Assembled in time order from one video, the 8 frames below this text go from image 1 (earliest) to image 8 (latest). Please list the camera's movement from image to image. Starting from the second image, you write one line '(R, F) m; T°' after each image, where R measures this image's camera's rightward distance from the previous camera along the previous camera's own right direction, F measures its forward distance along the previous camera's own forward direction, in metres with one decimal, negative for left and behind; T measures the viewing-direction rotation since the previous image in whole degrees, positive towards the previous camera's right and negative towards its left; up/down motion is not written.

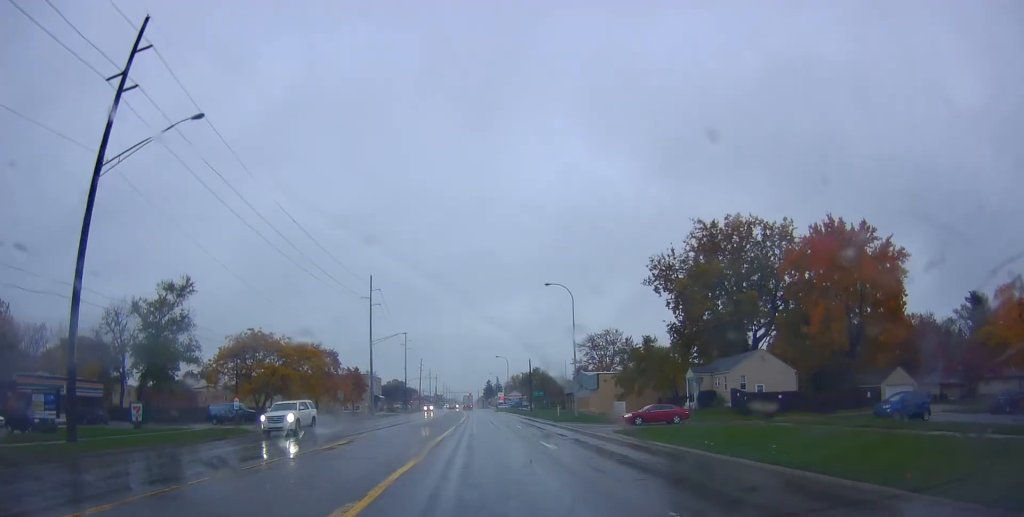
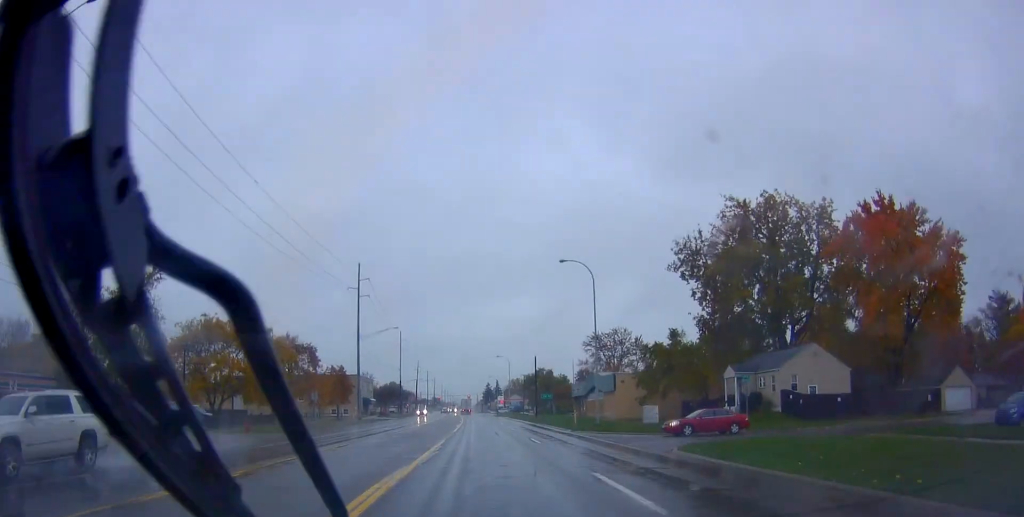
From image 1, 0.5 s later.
(0.0, +10.1) m; 0°
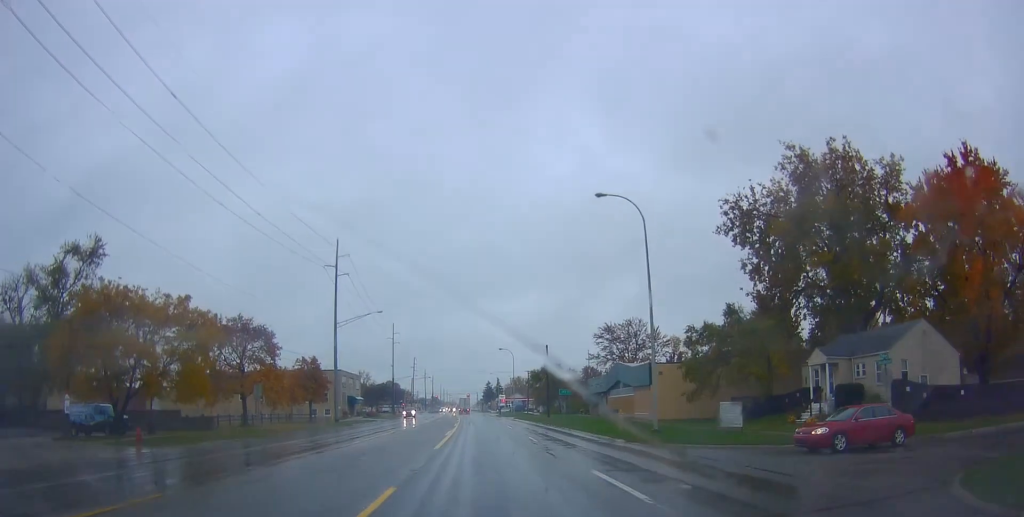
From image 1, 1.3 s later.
(+0.2, +14.4) m; +1°
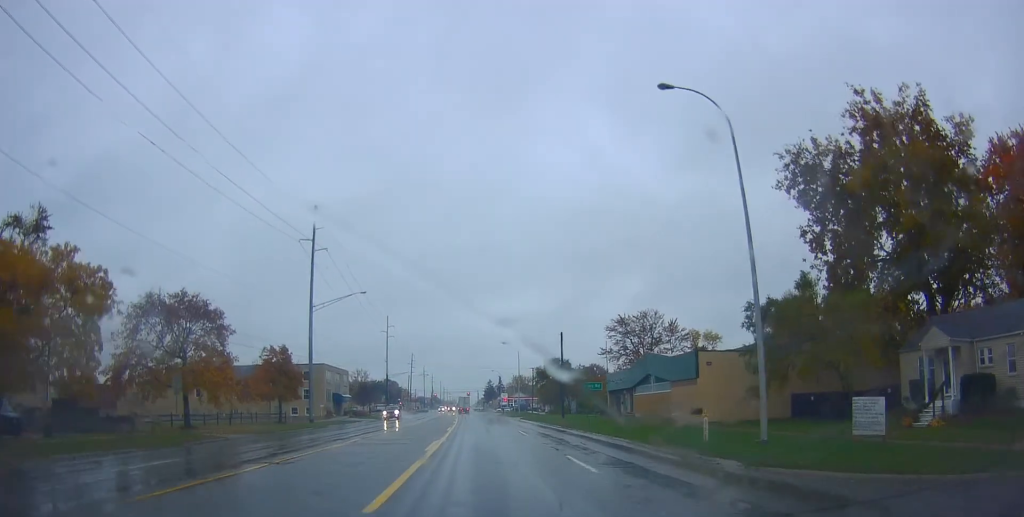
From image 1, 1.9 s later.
(0.0, +11.6) m; -2°
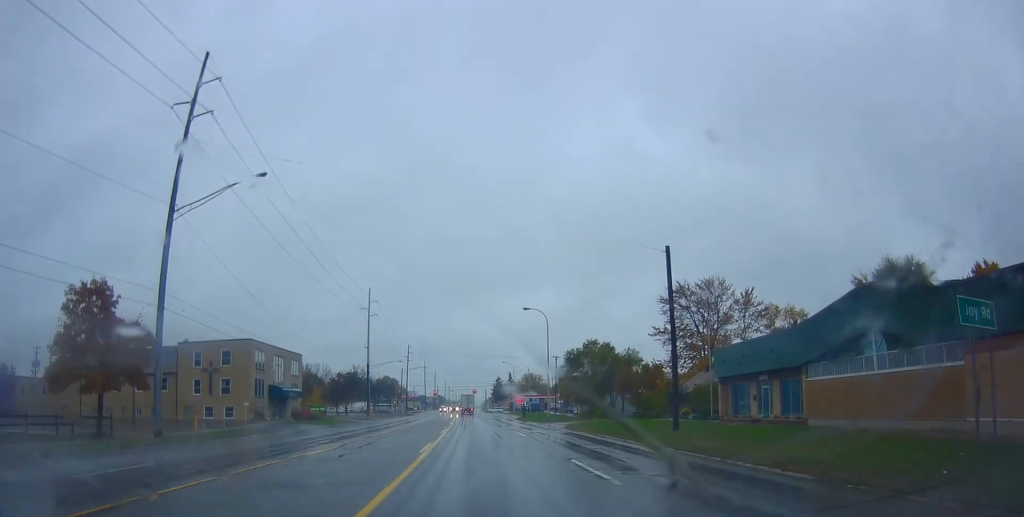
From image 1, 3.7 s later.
(-1.4, +32.0) m; -2°
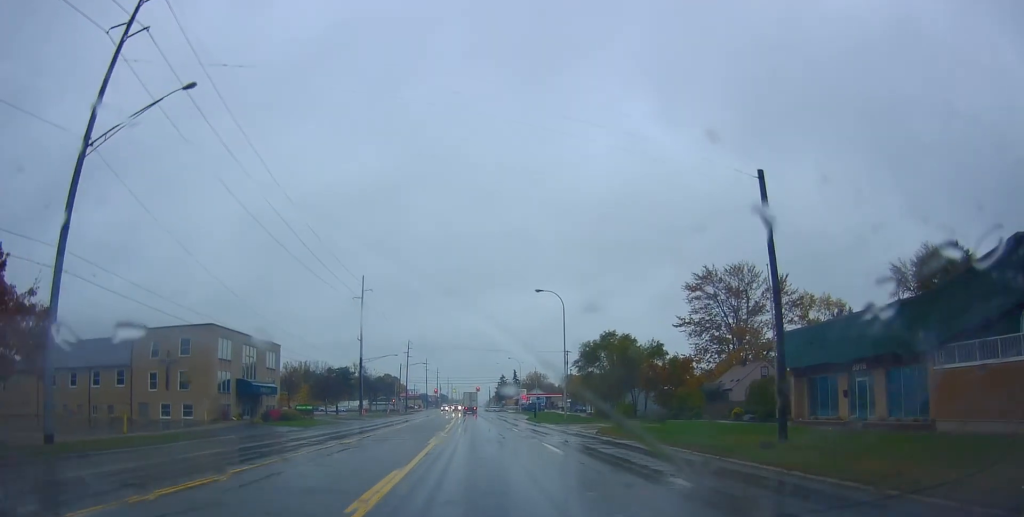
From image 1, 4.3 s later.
(-0.2, +9.9) m; +1°
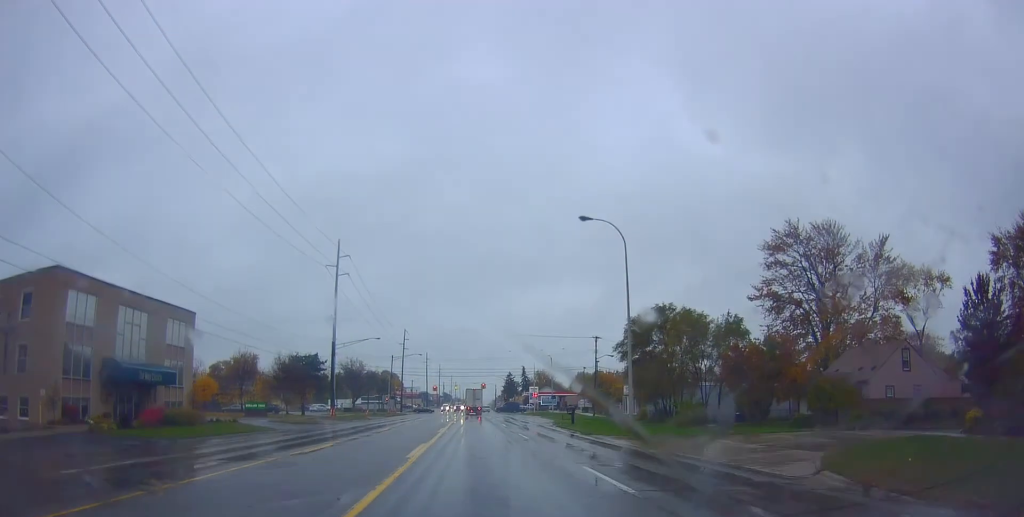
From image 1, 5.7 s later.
(+0.7, +23.1) m; +1°
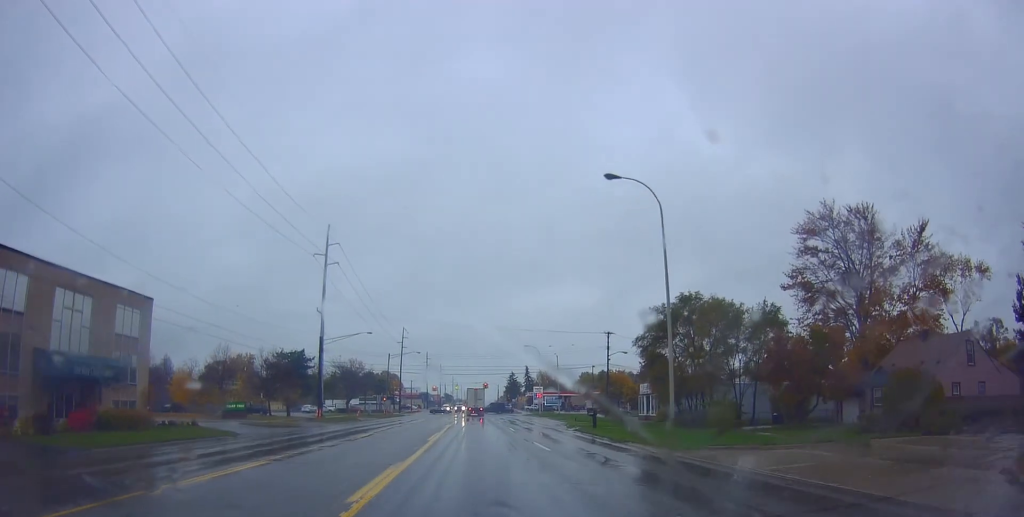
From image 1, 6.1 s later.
(-0.2, +7.6) m; 0°
